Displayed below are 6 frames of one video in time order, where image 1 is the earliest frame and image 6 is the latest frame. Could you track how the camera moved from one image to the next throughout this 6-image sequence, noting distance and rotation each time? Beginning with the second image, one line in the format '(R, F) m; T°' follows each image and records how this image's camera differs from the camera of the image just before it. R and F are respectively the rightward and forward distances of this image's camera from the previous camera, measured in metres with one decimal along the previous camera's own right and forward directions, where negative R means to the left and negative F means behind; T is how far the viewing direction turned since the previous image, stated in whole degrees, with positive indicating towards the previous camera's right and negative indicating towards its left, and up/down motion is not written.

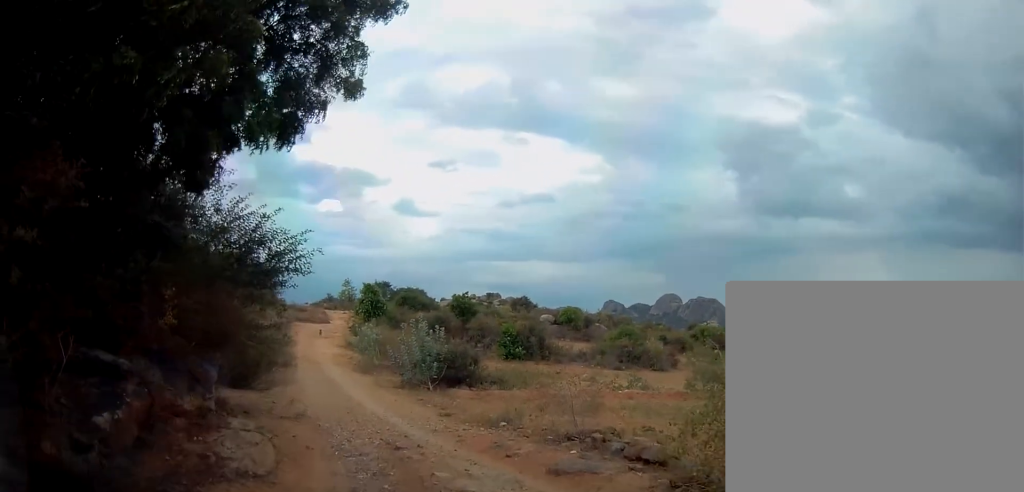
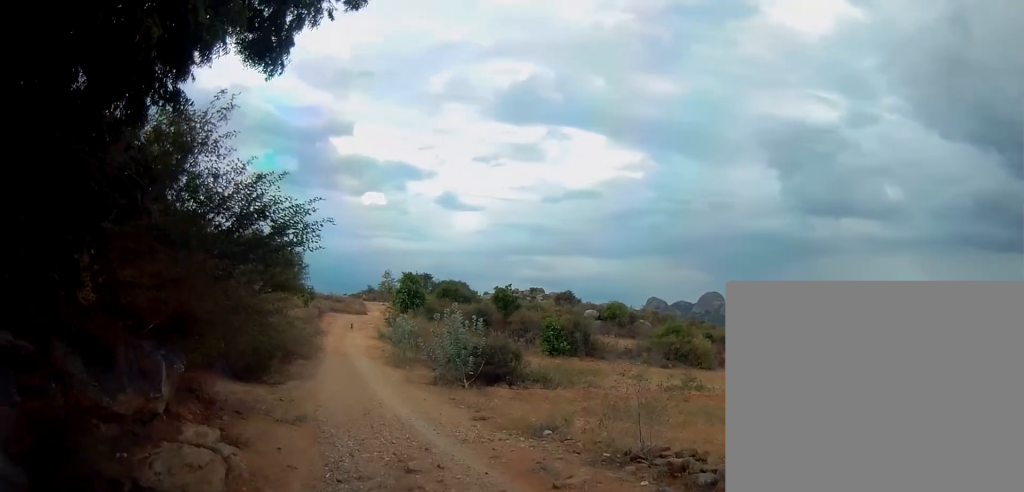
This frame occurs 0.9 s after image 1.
(-0.1, +1.9) m; -6°
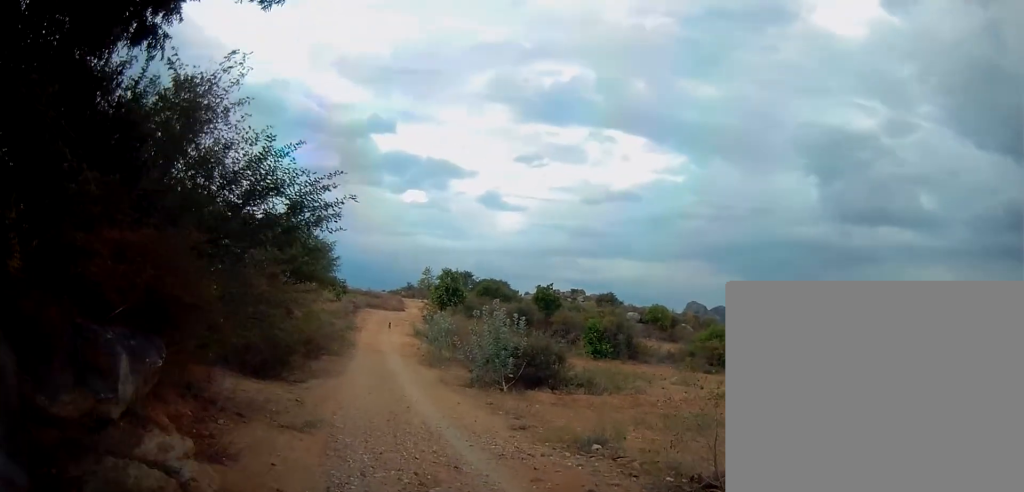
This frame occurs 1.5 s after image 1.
(-0.1, +1.4) m; -4°
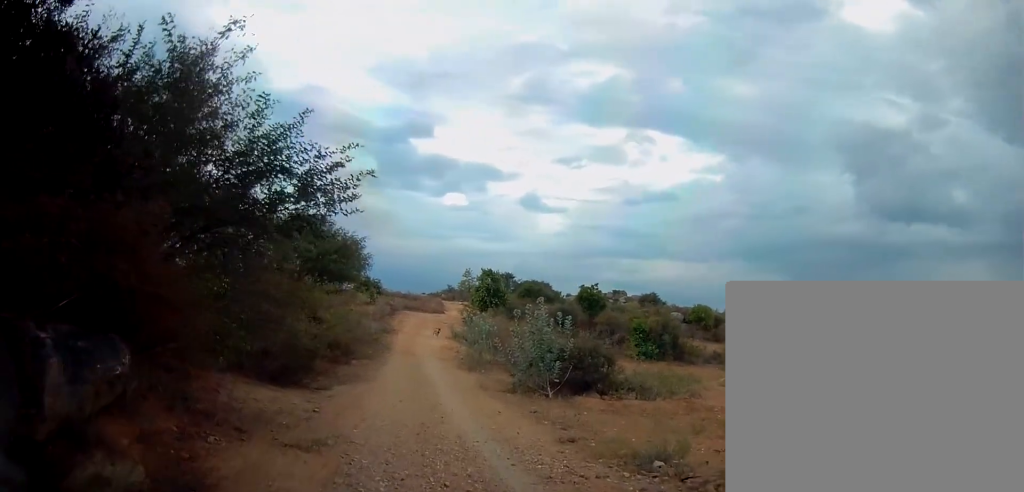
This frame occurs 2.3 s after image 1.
(-0.1, +1.5) m; -4°
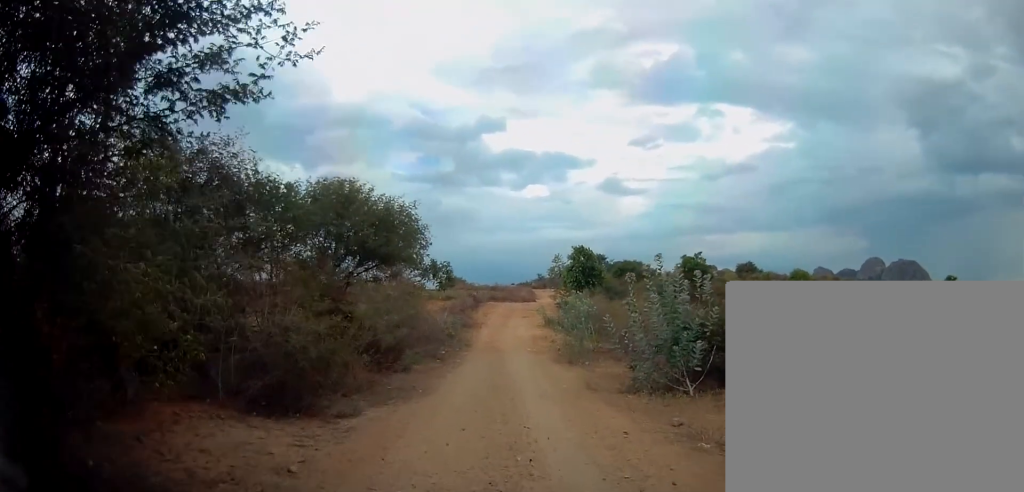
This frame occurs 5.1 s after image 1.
(-0.6, +5.6) m; -7°
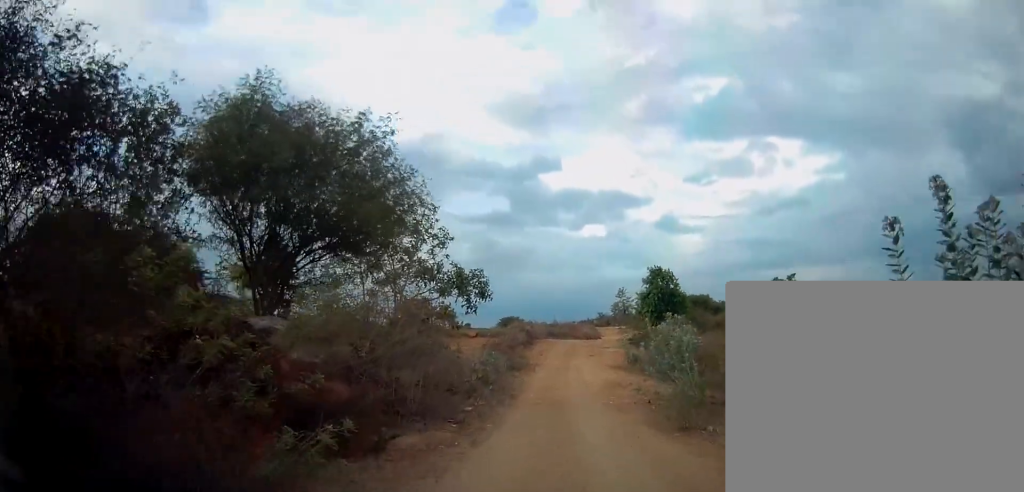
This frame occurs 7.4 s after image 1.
(+0.1, +6.8) m; +1°
